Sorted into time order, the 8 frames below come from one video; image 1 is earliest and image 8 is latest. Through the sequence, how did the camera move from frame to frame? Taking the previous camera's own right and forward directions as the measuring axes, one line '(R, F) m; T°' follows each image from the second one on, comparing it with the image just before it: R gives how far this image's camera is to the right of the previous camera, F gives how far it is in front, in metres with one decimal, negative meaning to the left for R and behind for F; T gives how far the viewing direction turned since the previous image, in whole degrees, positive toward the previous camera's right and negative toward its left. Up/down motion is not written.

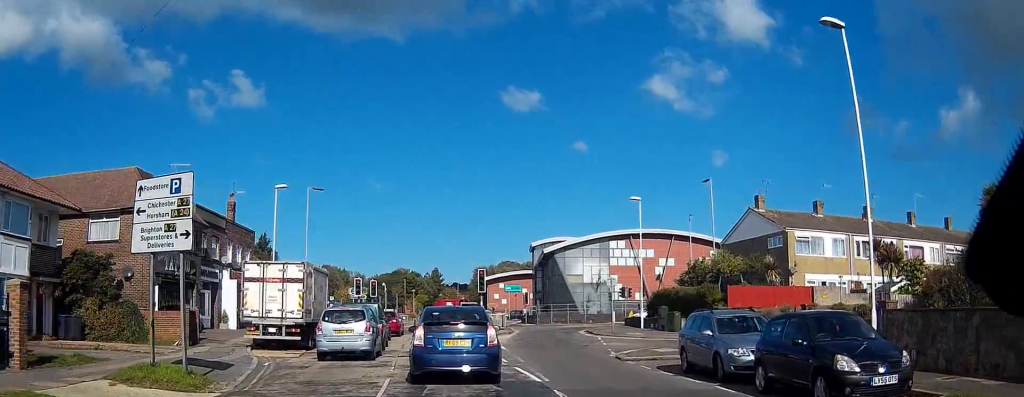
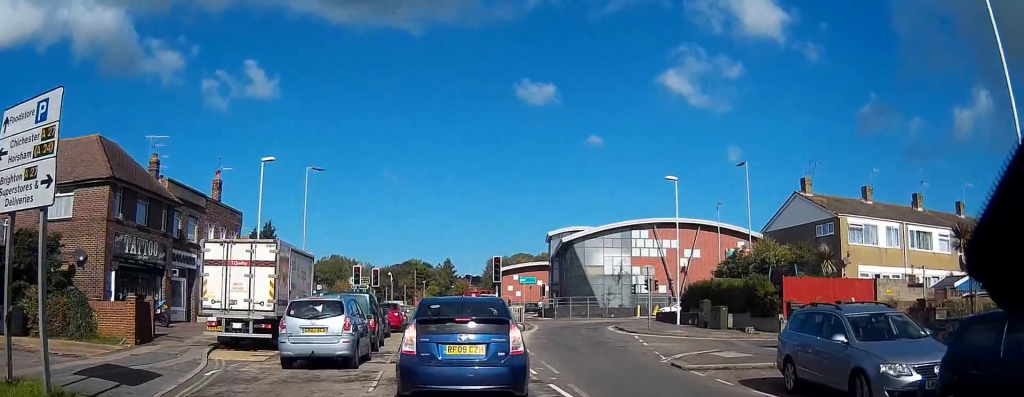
(0.0, +6.3) m; 0°
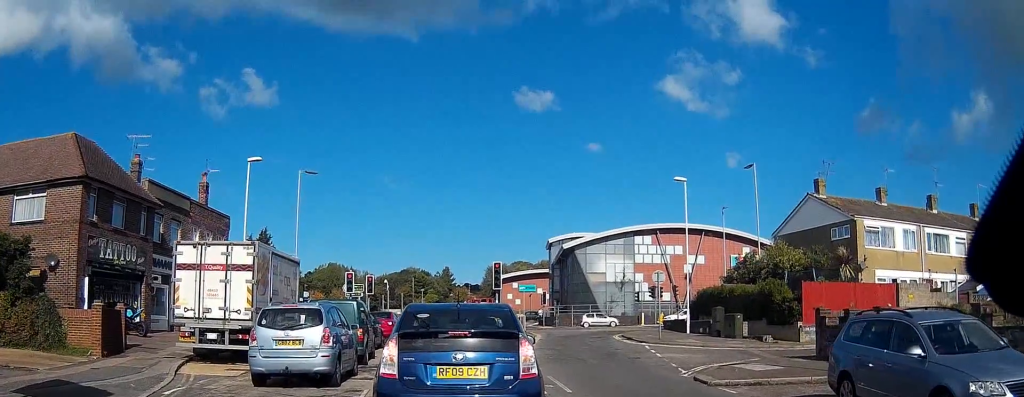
(0.0, +3.0) m; 0°
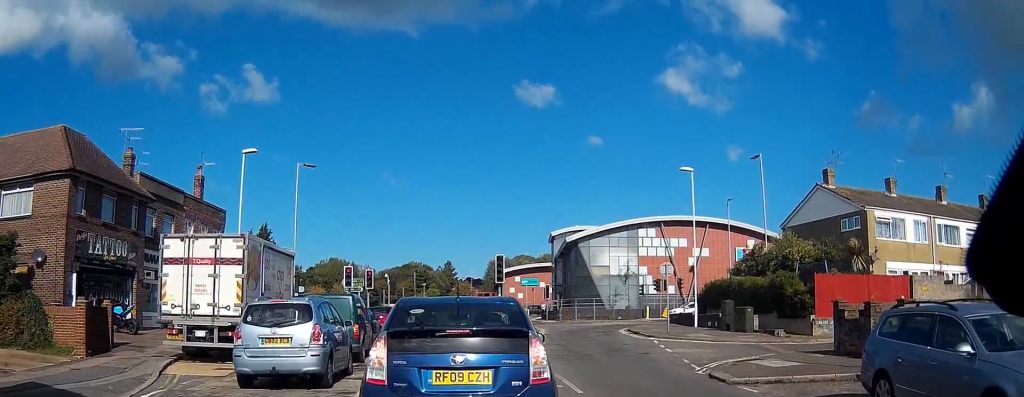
(0.0, +1.6) m; 0°
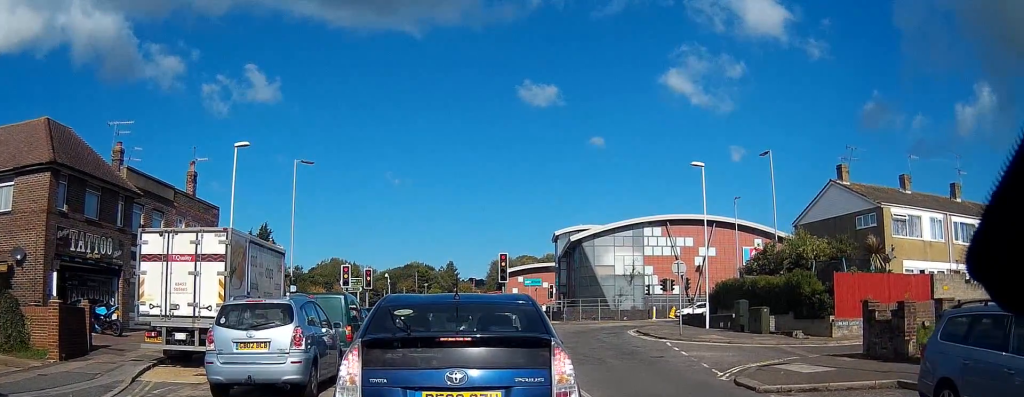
(0.0, +2.9) m; 0°
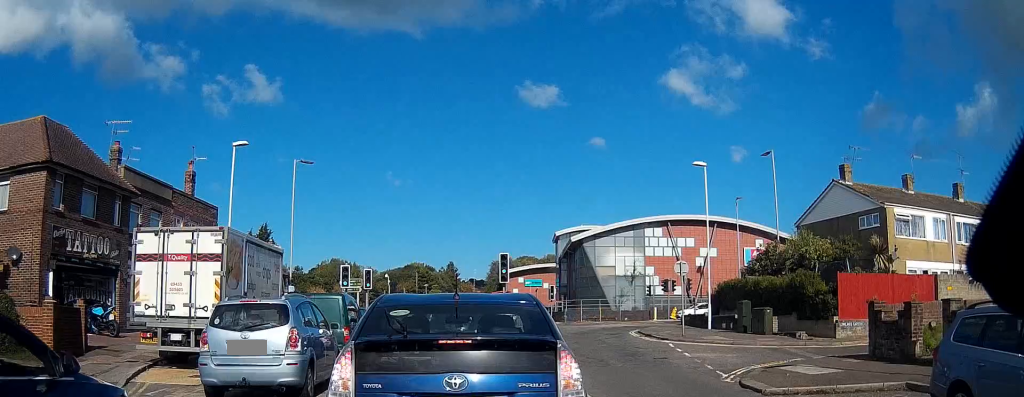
(0.0, +0.4) m; 0°
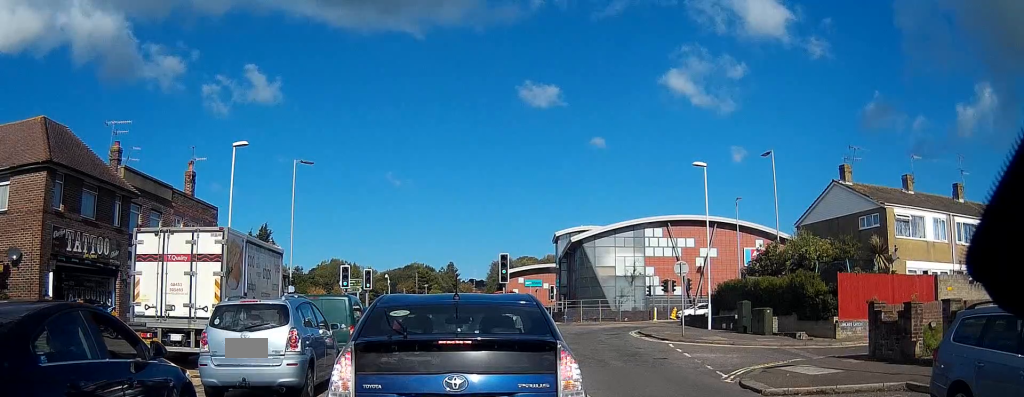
(0.0, 0.0) m; 0°
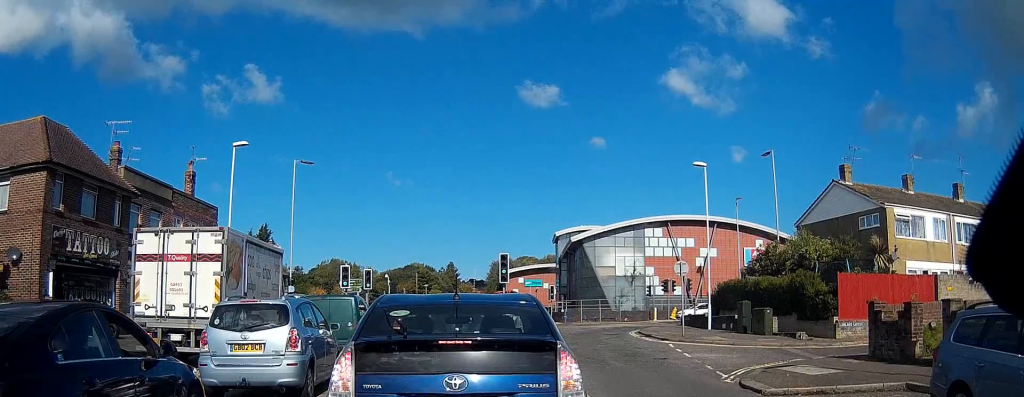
(0.0, 0.0) m; 0°
